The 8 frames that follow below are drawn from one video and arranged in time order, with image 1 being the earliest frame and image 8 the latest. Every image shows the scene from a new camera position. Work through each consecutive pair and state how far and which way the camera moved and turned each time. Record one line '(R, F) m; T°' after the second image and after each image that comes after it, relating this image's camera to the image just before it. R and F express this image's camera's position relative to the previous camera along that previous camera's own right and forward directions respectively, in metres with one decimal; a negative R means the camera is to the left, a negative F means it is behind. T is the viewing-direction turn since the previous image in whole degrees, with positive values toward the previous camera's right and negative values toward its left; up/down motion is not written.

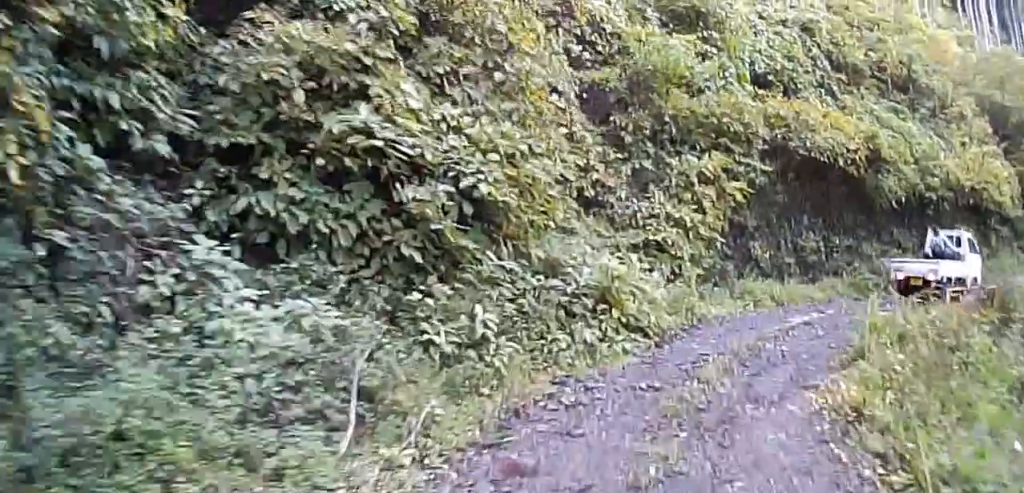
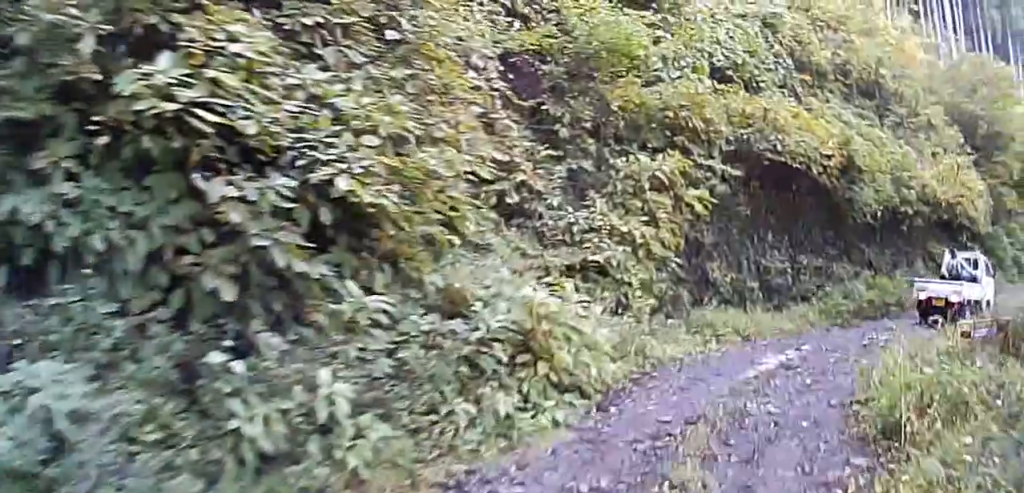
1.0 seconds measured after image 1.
(-0.4, +2.5) m; -15°
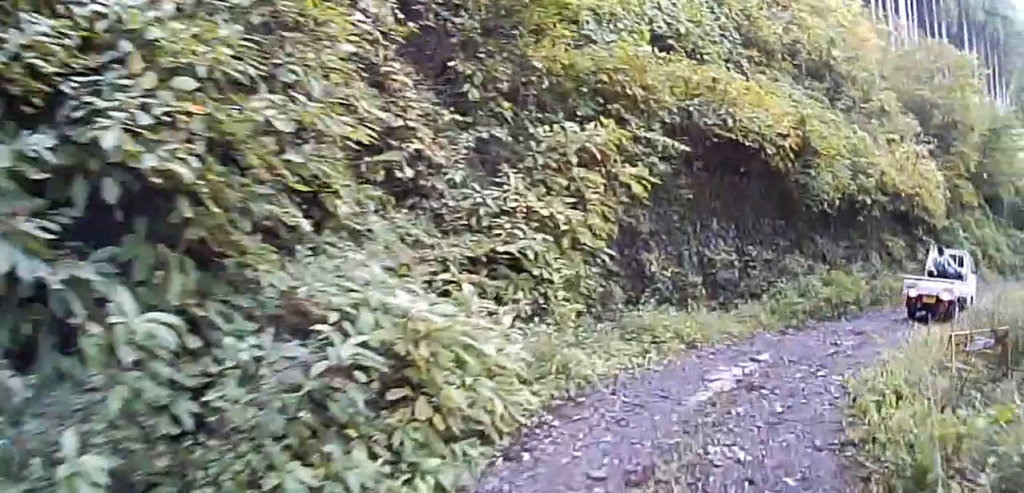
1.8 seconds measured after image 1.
(-0.3, +2.0) m; -3°
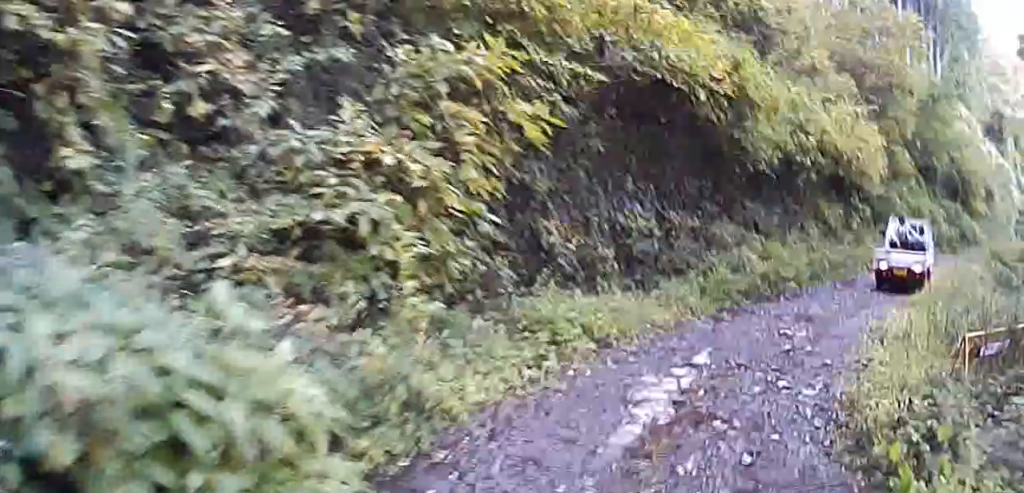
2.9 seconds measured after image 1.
(+0.3, +2.6) m; +14°
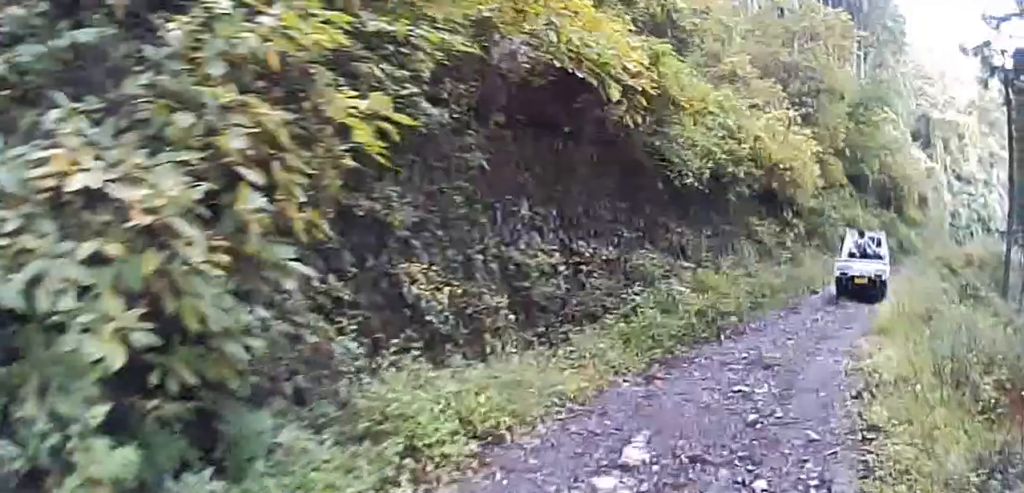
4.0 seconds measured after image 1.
(+0.4, +2.2) m; +24°
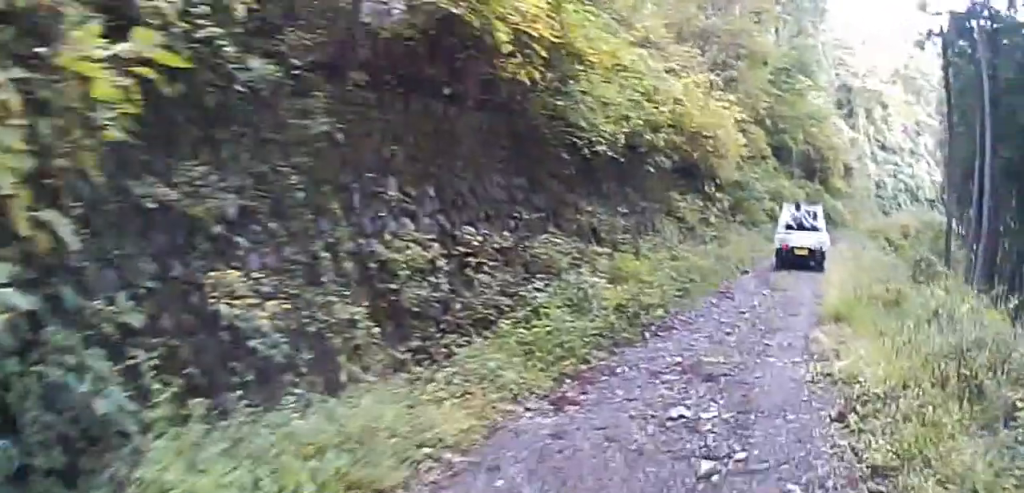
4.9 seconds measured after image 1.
(+0.3, +1.5) m; +15°
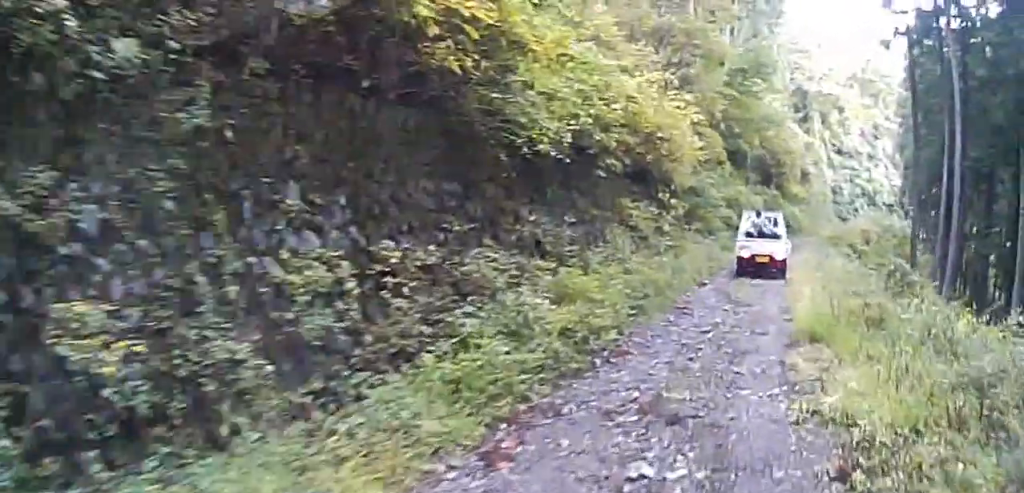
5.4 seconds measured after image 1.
(+0.1, +0.8) m; +3°
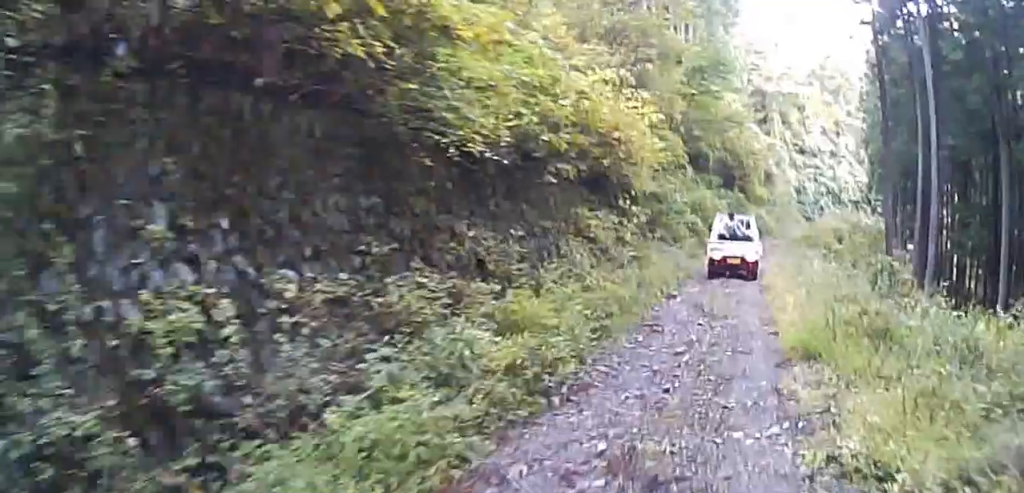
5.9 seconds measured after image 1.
(0.0, +0.9) m; +4°
